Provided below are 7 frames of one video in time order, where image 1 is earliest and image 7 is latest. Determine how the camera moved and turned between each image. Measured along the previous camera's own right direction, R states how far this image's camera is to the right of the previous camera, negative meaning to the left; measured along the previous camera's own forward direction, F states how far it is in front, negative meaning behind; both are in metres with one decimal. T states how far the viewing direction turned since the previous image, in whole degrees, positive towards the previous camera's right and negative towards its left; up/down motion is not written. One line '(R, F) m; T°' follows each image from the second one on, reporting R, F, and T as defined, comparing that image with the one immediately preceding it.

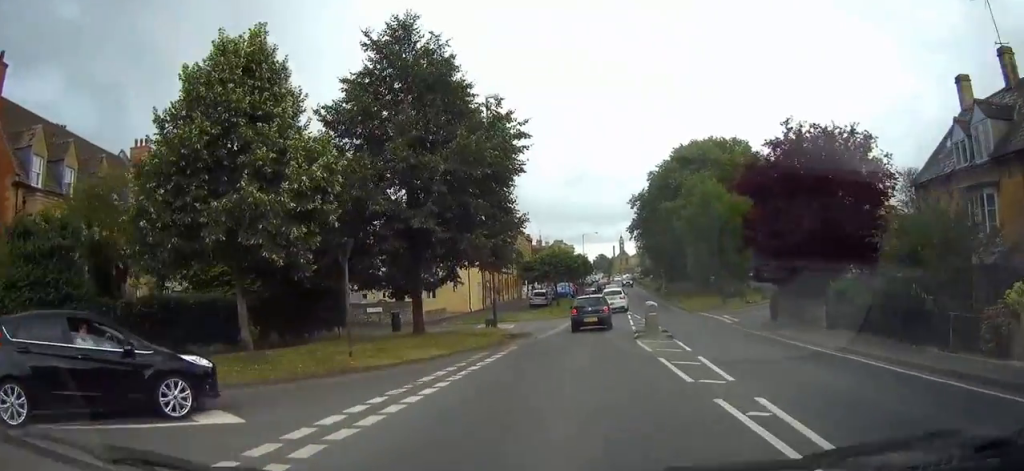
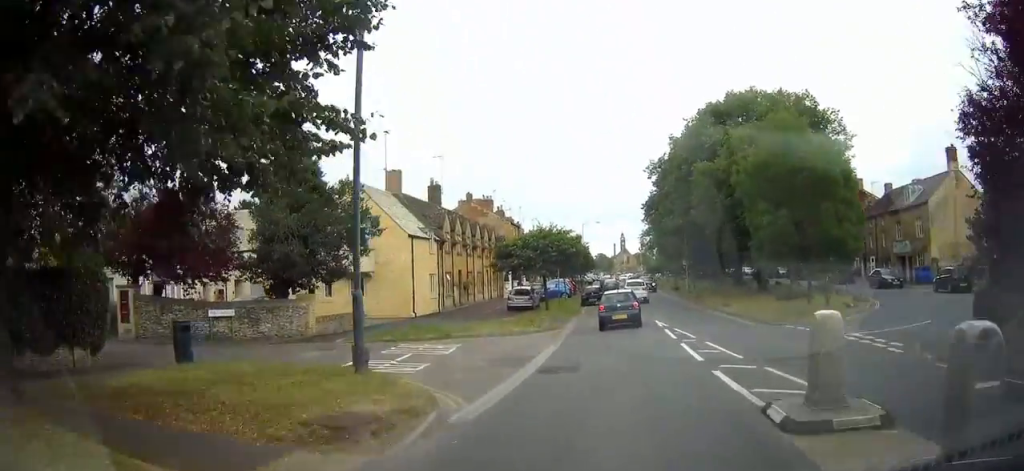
(-0.3, +17.0) m; 0°
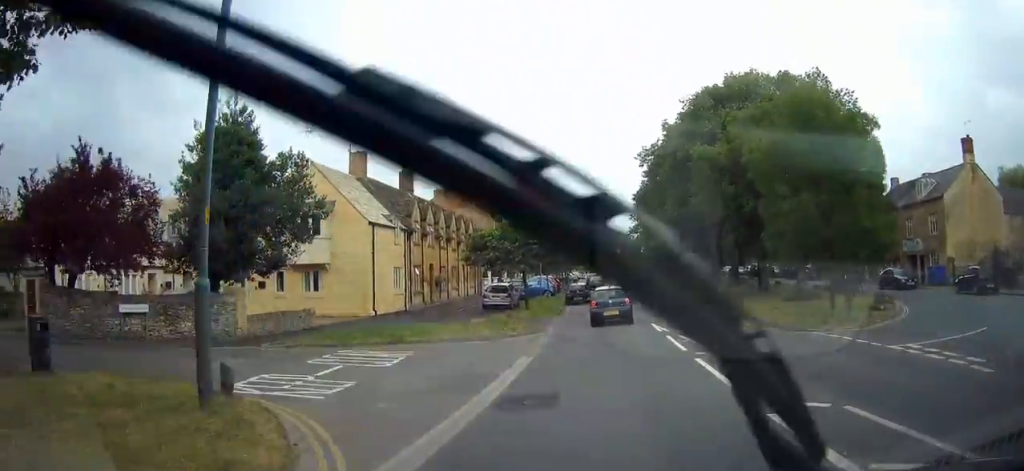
(0.0, +4.1) m; 0°
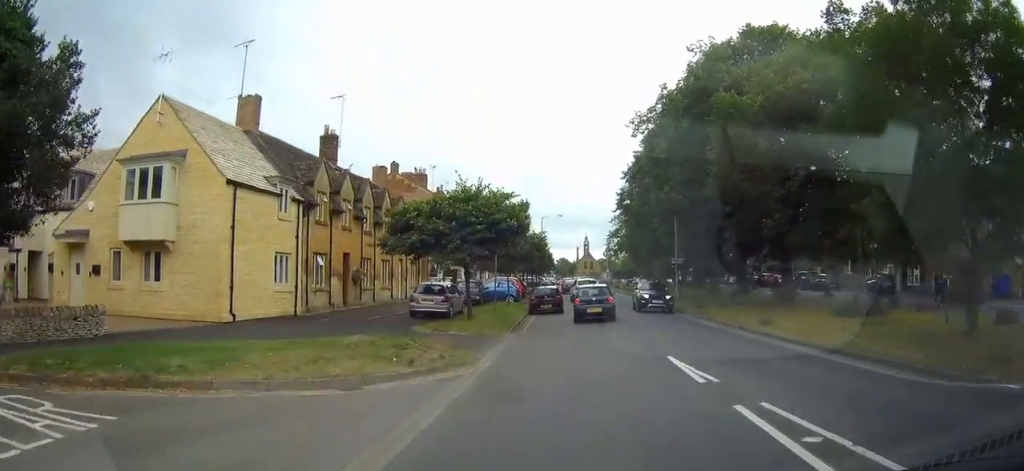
(+0.1, +10.8) m; +3°
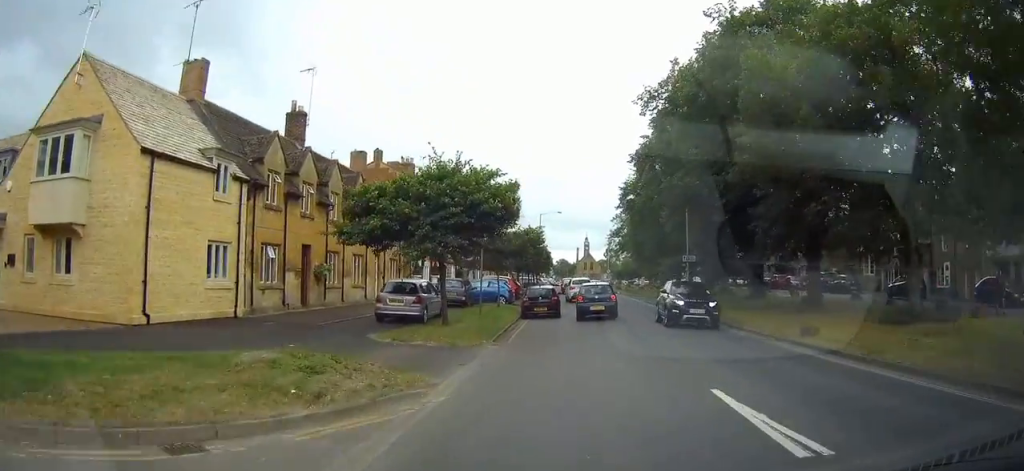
(+0.2, +4.7) m; +2°
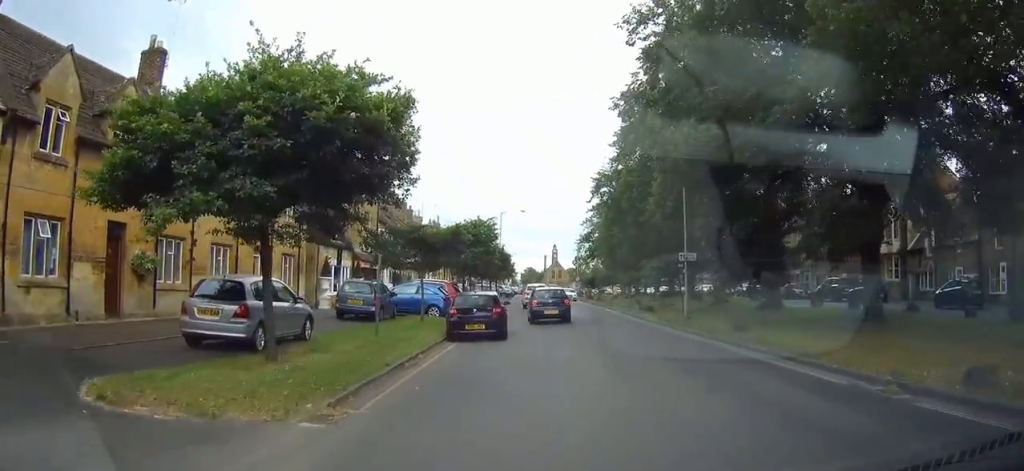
(+0.5, +10.4) m; +2°
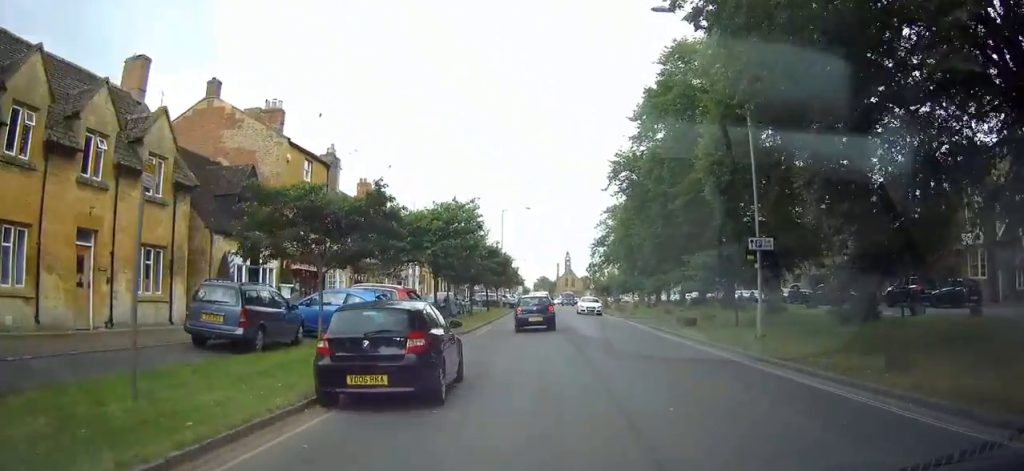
(-0.2, +10.8) m; -1°
